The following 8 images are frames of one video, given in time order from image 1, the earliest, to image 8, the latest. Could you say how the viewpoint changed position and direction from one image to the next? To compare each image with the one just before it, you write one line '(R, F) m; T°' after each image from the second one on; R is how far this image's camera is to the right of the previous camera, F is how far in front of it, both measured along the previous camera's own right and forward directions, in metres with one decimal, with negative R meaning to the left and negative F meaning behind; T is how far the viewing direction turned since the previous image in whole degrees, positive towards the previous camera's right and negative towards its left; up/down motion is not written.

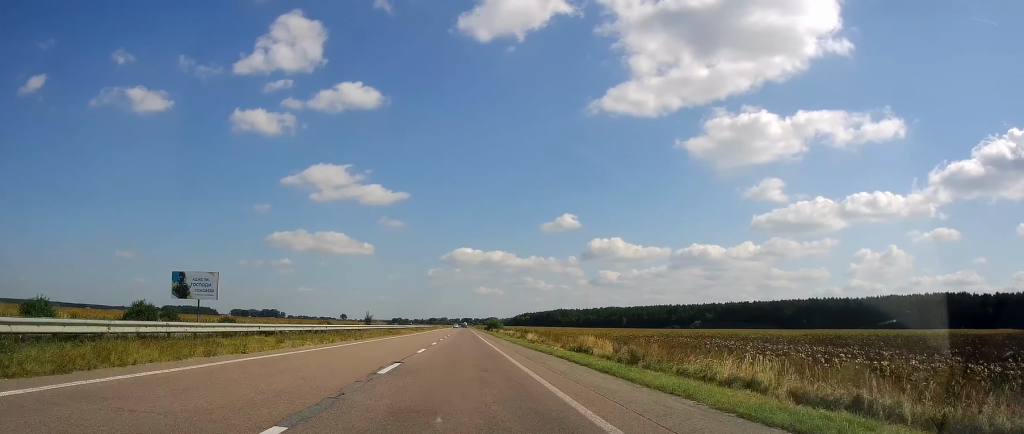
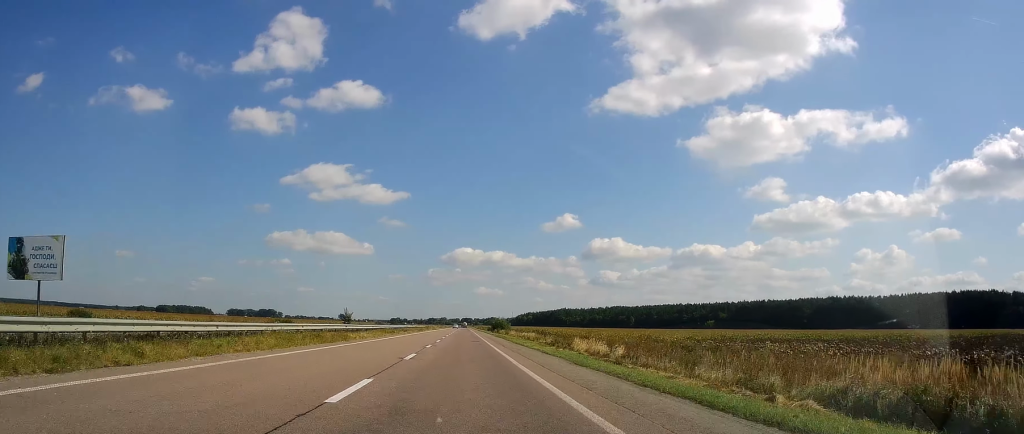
(-1.0, +29.9) m; 0°
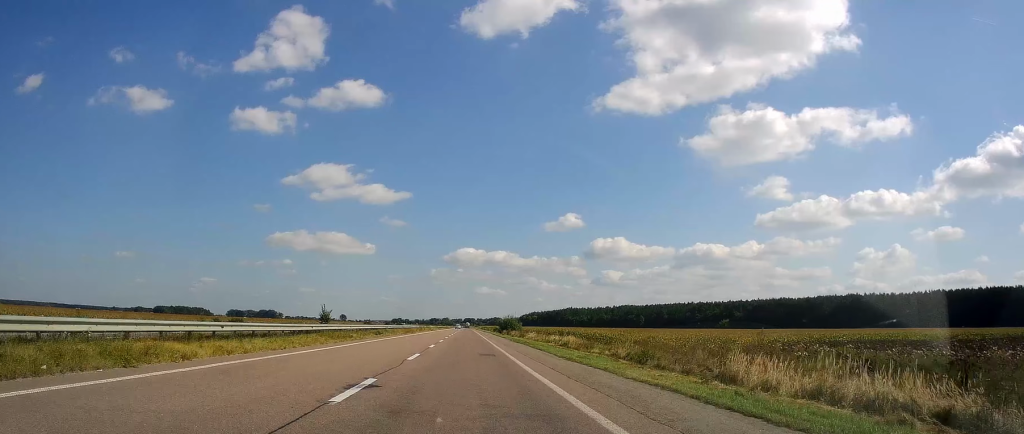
(+0.5, +24.2) m; +1°
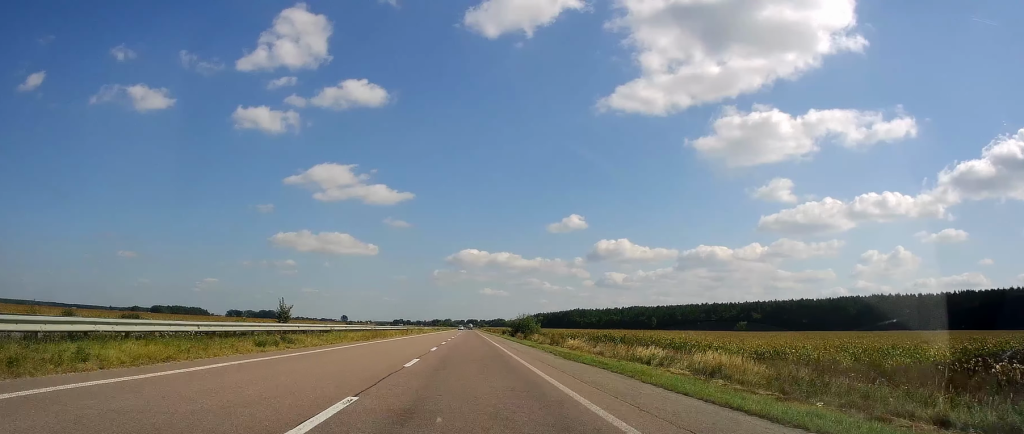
(+0.2, +27.1) m; 0°
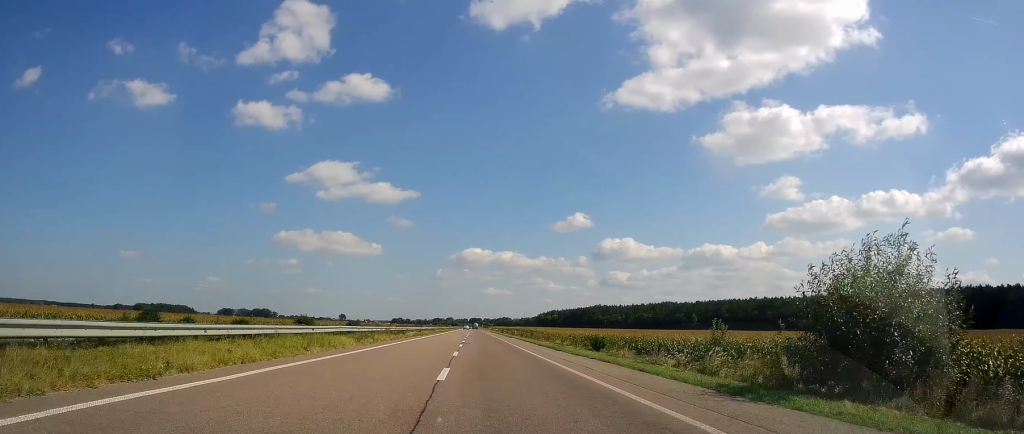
(-0.4, +88.4) m; -1°
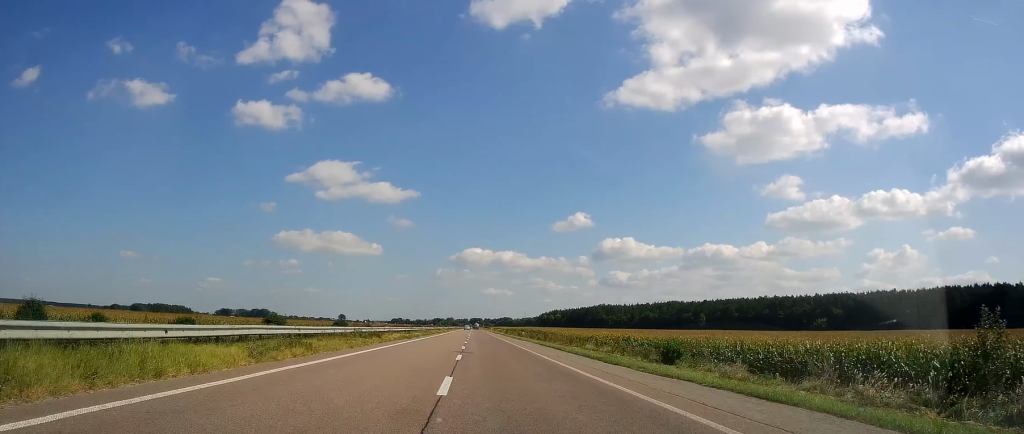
(0.0, +14.3) m; 0°
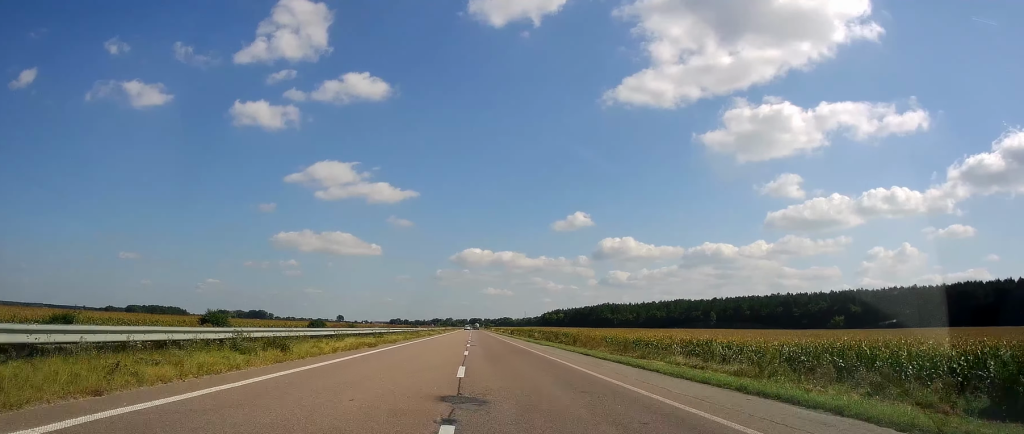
(0.0, +20.0) m; 0°
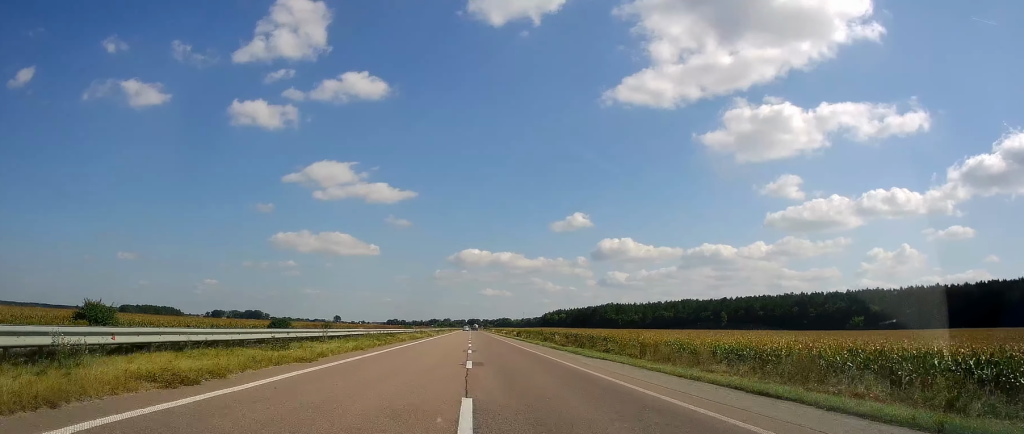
(0.0, +20.0) m; 0°
